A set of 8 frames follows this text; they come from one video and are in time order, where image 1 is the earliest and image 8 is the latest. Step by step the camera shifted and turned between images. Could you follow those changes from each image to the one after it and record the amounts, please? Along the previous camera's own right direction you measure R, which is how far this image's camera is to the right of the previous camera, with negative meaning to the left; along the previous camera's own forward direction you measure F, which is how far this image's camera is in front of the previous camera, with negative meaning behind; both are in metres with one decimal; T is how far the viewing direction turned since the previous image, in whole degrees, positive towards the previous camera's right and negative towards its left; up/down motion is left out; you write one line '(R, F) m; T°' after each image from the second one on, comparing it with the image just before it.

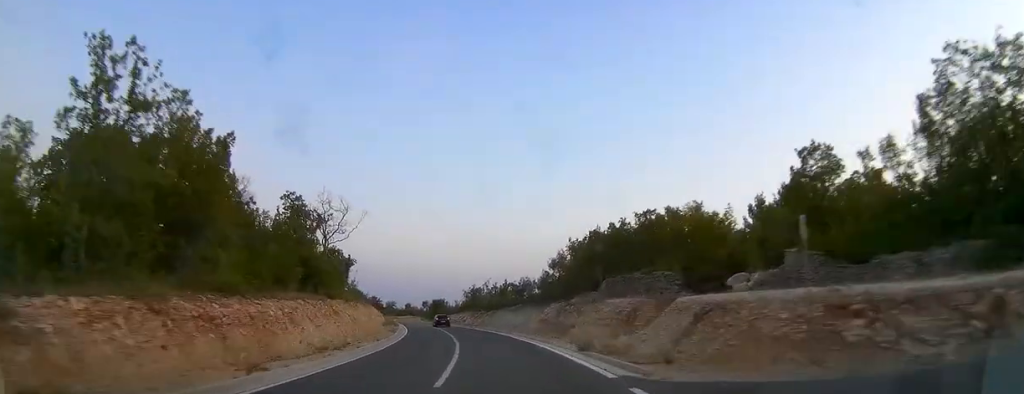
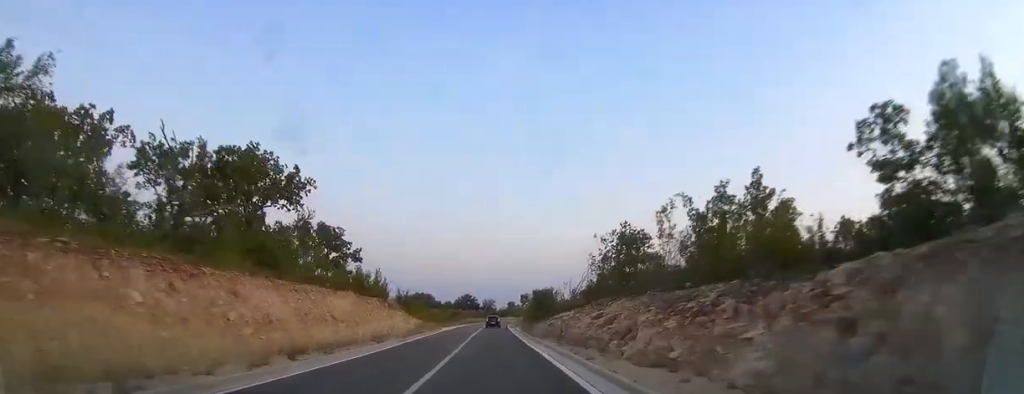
(-5.4, +58.8) m; -10°
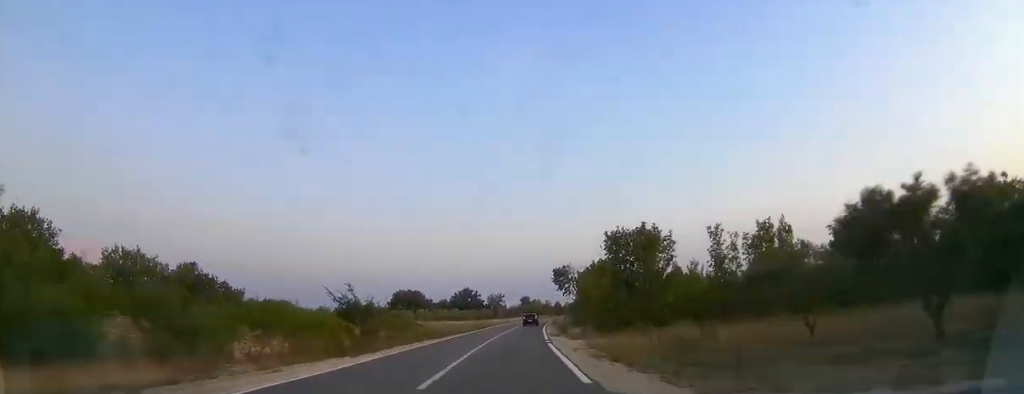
(-2.7, +62.9) m; -2°
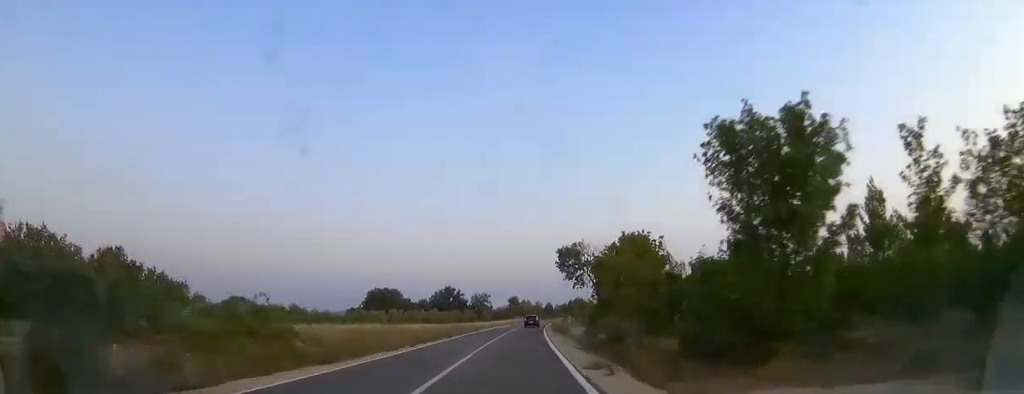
(+0.4, +19.5) m; +1°
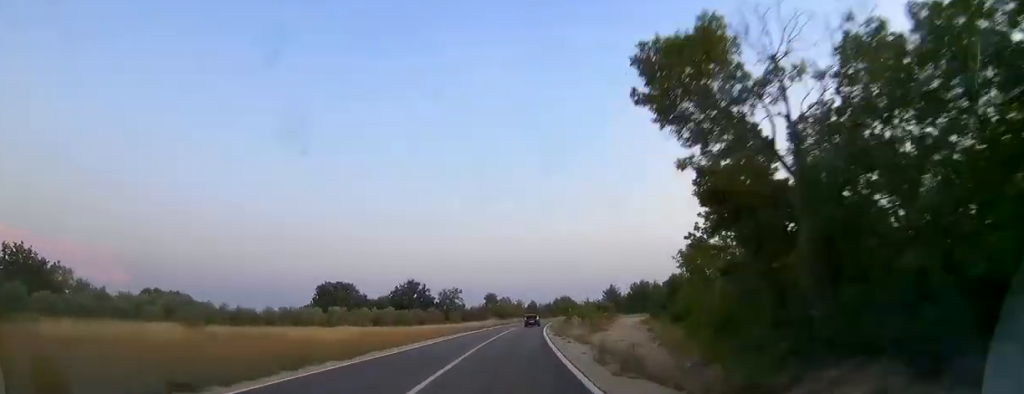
(+0.2, +30.1) m; +1°
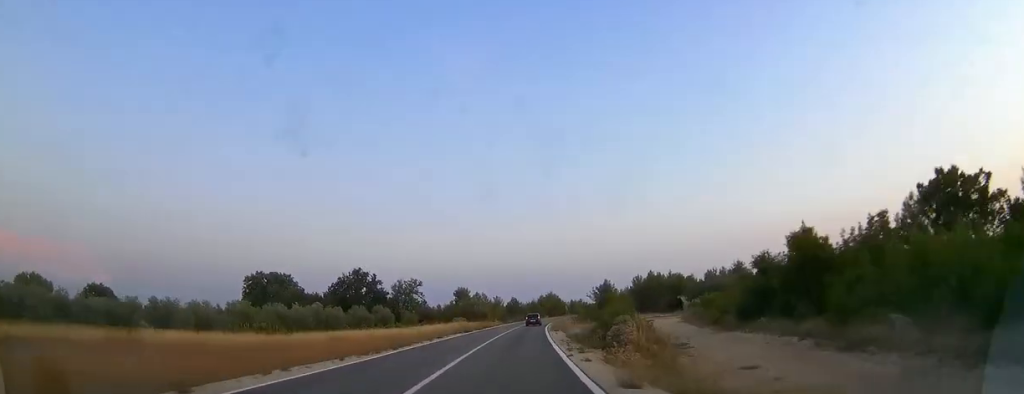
(-0.3, +31.7) m; +2°
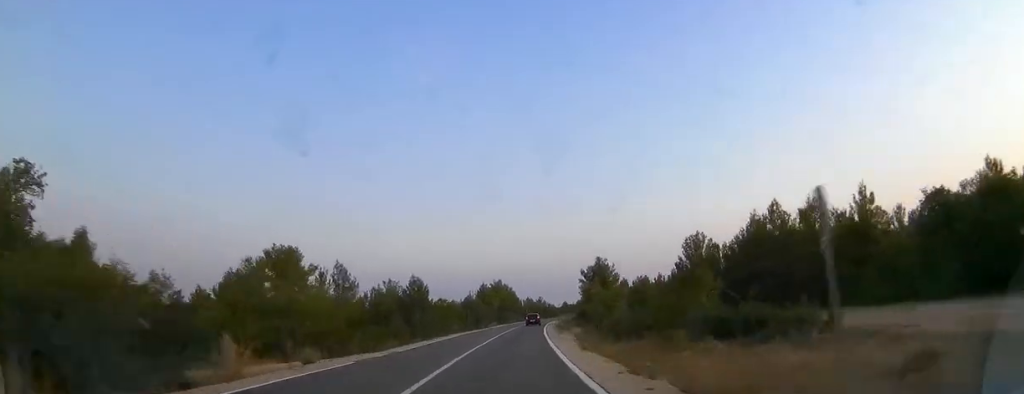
(+6.0, +81.1) m; +6°
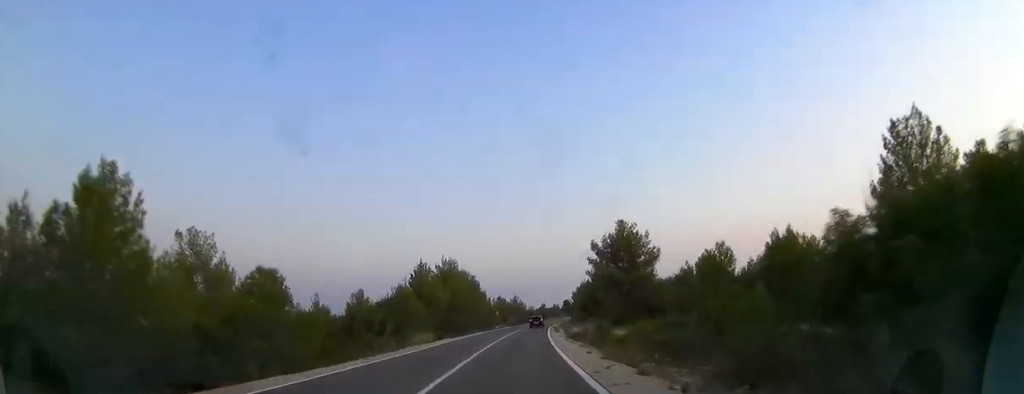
(+0.2, +43.8) m; +2°
